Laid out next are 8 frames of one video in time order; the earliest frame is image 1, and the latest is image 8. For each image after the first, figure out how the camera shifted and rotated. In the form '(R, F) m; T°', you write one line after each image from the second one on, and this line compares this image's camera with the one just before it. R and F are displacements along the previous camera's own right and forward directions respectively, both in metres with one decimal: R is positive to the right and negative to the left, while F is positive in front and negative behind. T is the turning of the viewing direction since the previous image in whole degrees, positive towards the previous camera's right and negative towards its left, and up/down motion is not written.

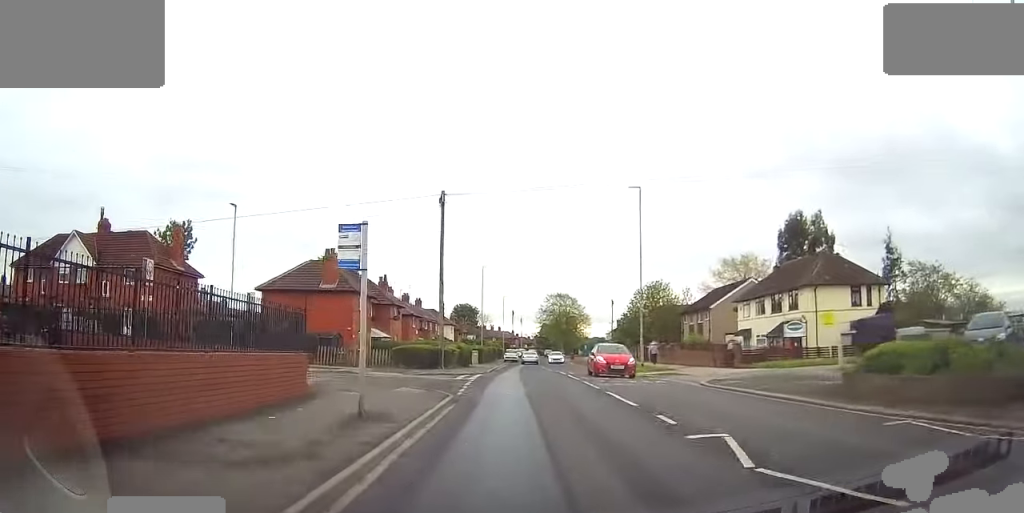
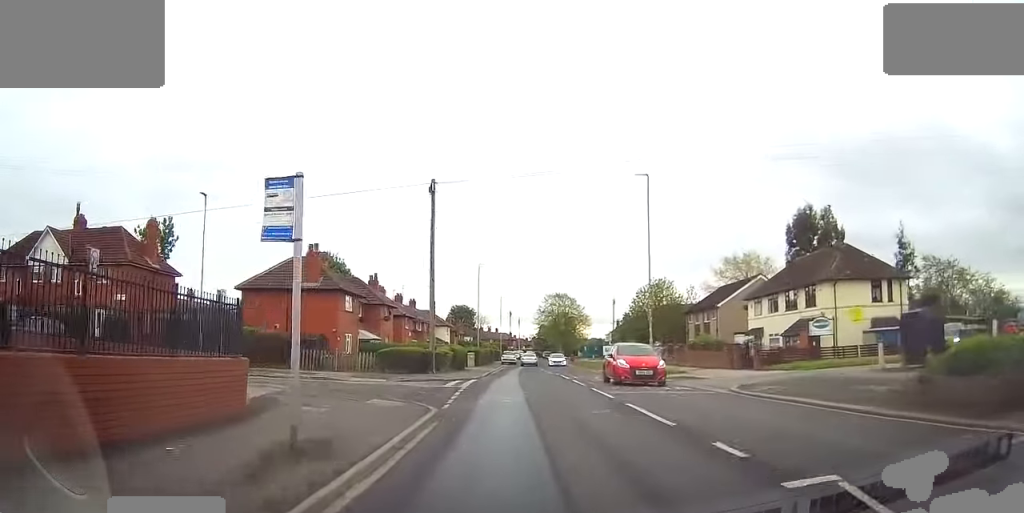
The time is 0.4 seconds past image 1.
(+0.2, +2.9) m; +1°
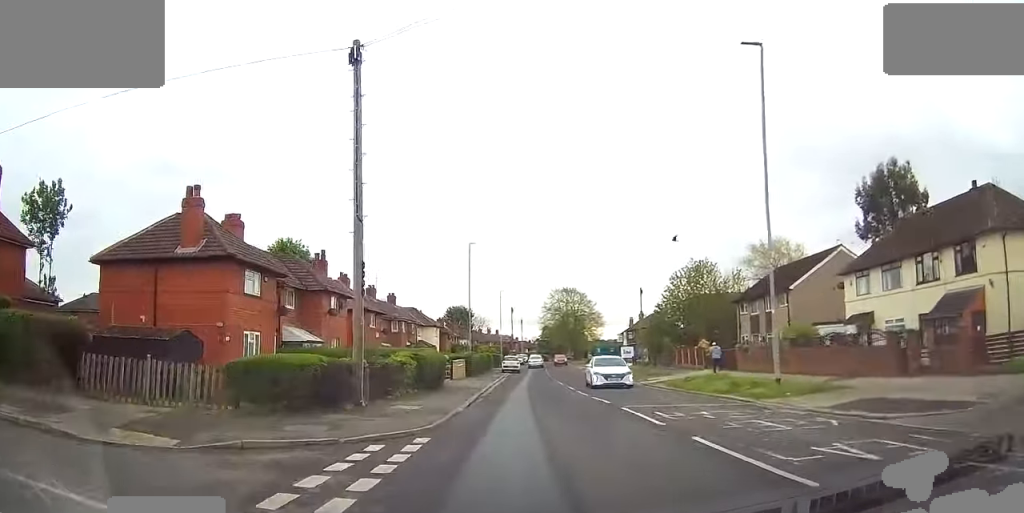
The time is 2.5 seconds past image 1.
(-0.3, +15.8) m; -1°
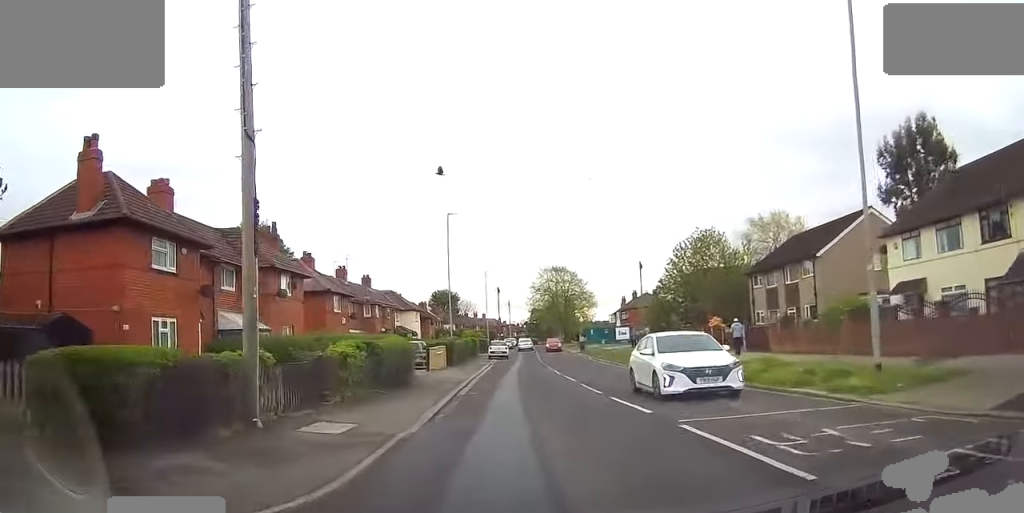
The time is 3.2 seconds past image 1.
(+0.1, +6.1) m; 0°
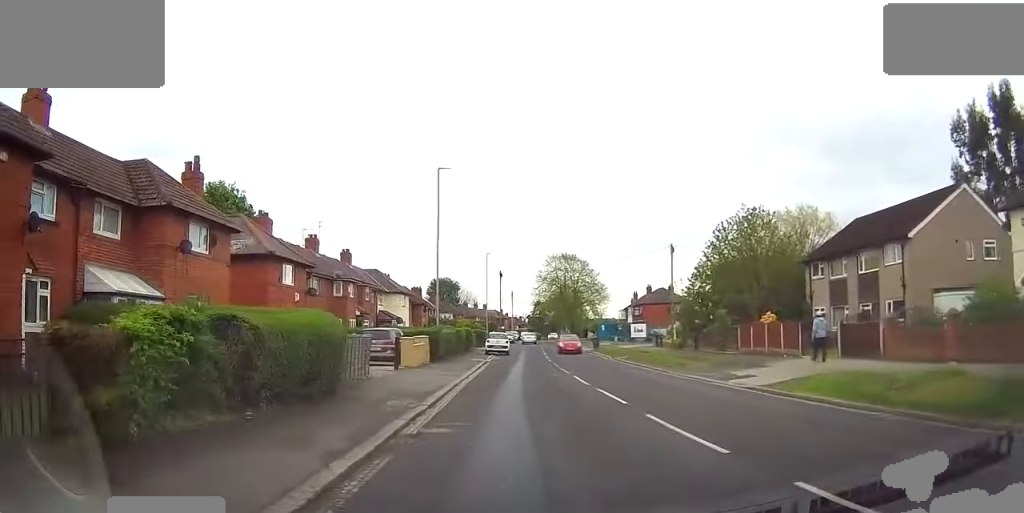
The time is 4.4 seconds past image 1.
(-0.1, +9.4) m; 0°
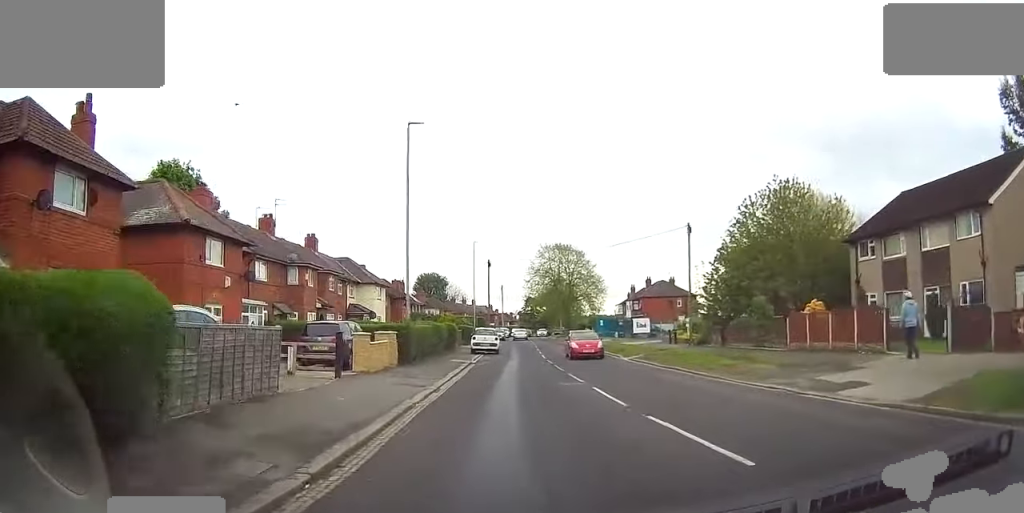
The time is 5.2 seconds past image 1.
(0.0, +6.9) m; +3°
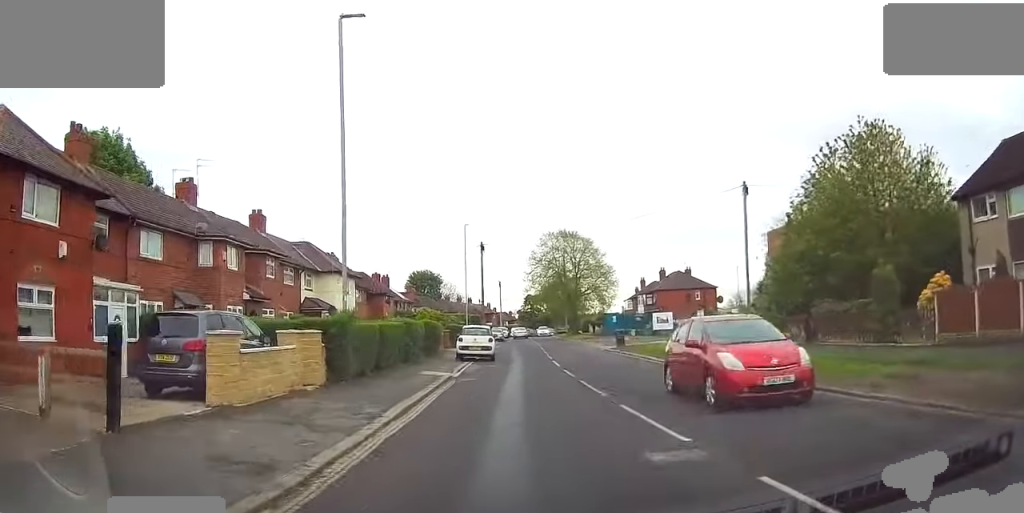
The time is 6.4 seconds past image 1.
(+0.6, +10.4) m; +5°
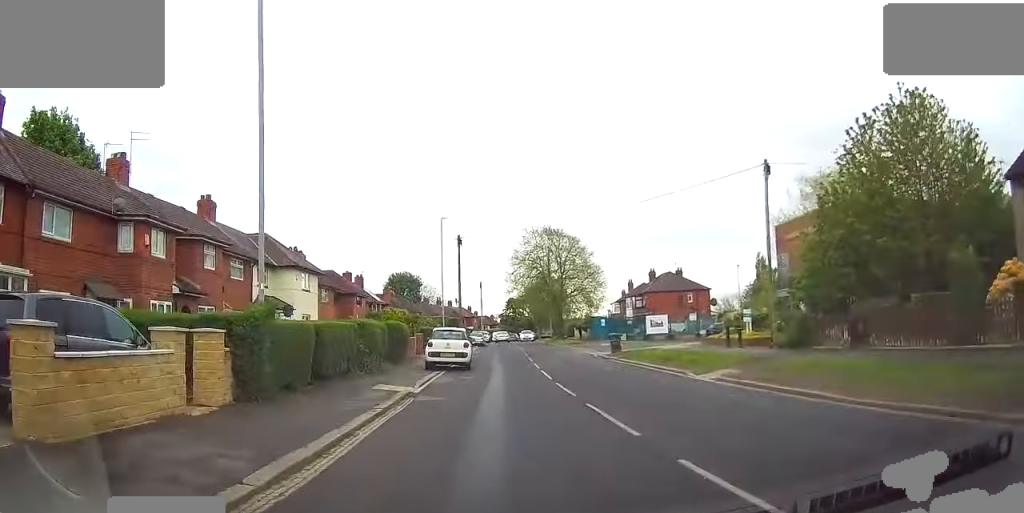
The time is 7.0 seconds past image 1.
(0.0, +5.0) m; +1°
